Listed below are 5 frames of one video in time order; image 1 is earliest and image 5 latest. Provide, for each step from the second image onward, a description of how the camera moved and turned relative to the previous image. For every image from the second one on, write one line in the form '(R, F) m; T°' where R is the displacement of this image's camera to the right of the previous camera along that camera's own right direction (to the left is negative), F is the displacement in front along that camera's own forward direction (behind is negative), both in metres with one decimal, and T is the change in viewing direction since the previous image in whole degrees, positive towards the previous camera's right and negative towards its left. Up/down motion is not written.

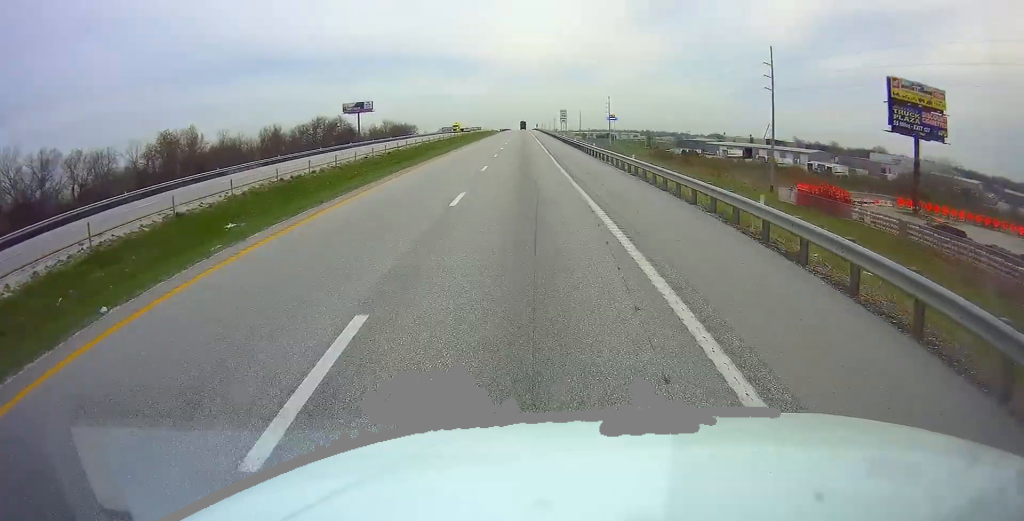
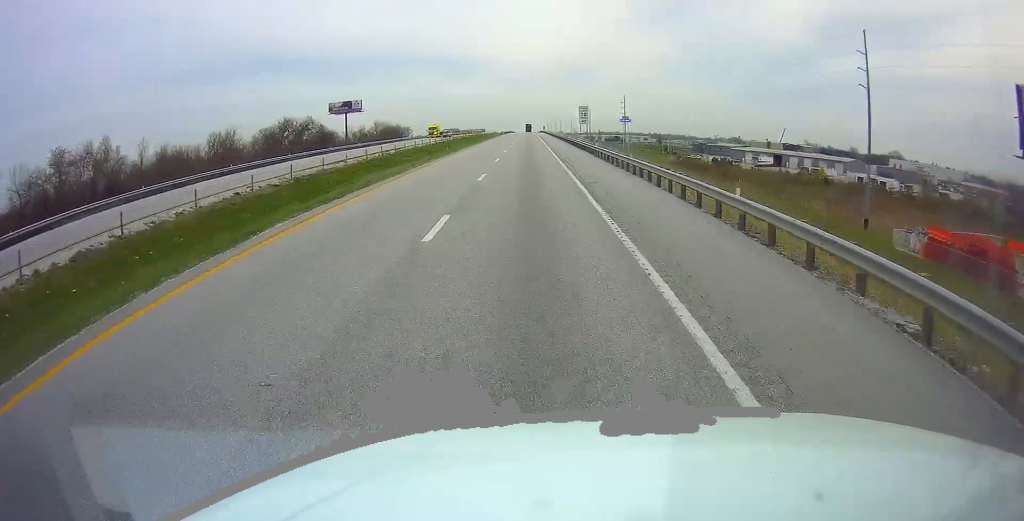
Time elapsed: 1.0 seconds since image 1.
(+0.4, +27.7) m; +1°
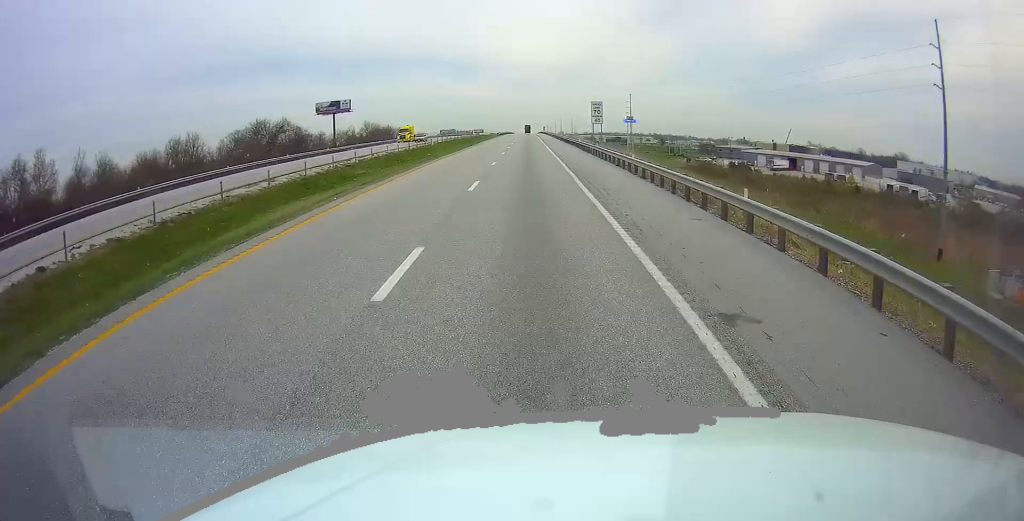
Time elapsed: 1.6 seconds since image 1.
(0.0, +15.5) m; 0°
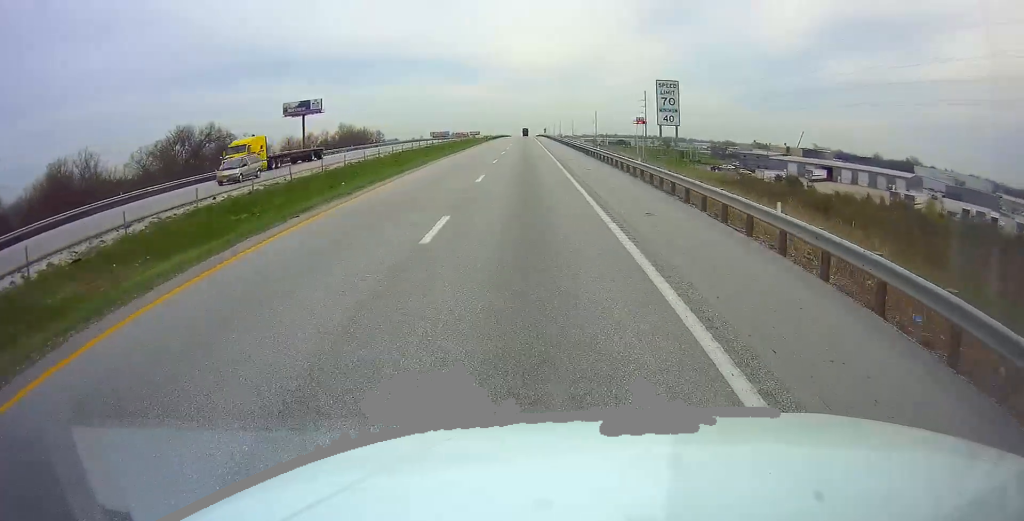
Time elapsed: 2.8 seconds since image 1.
(0.0, +32.0) m; -1°
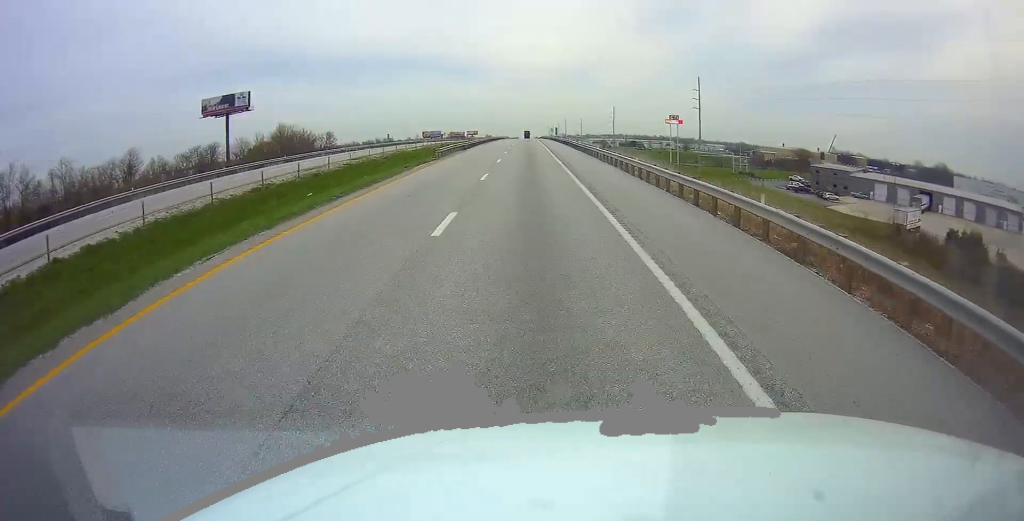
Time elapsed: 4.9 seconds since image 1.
(-0.5, +59.3) m; 0°
